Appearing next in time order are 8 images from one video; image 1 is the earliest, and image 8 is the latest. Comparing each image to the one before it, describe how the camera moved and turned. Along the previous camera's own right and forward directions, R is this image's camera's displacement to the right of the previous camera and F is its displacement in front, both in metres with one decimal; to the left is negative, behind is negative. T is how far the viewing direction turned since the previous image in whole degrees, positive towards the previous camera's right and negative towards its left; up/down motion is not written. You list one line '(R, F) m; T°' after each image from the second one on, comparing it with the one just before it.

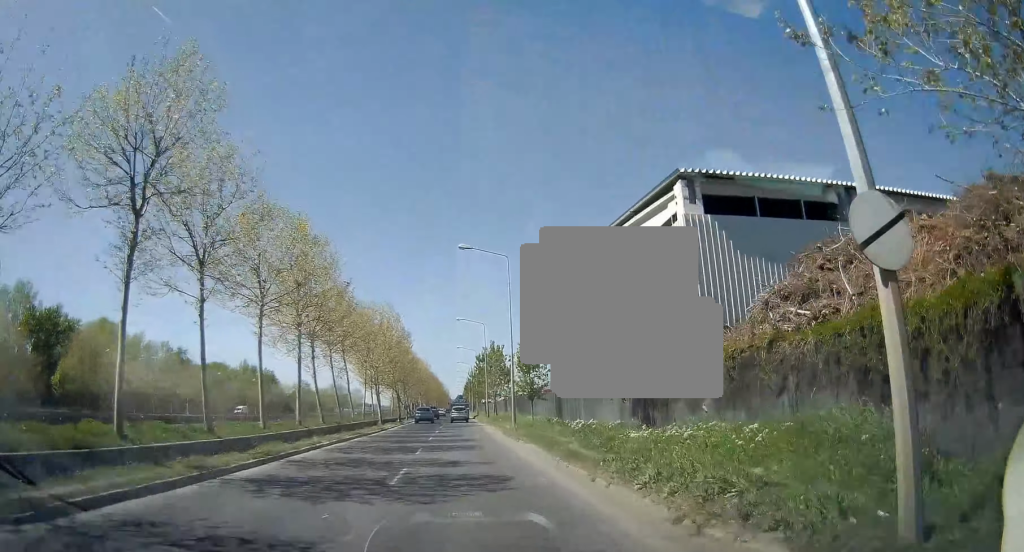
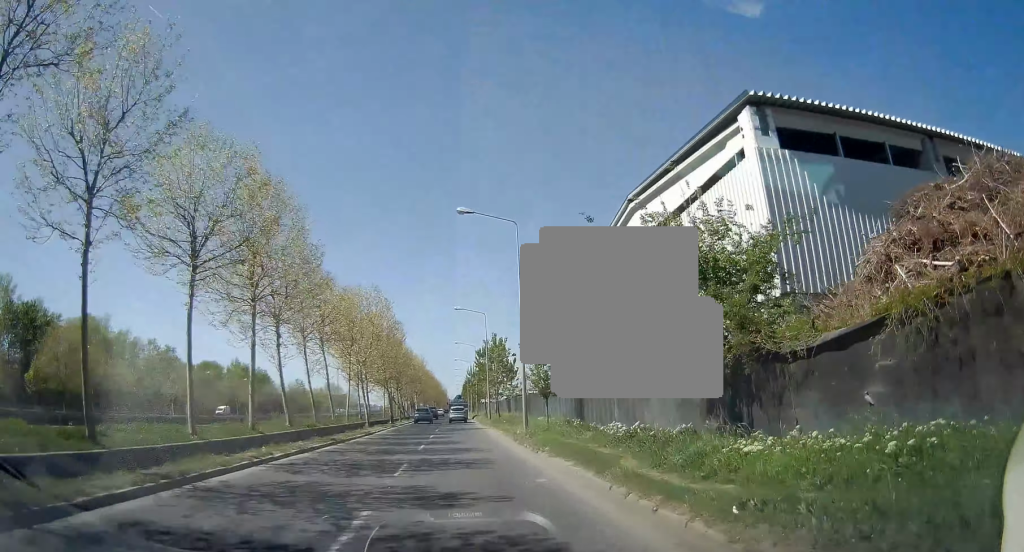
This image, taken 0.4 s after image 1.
(0.0, +6.0) m; 0°
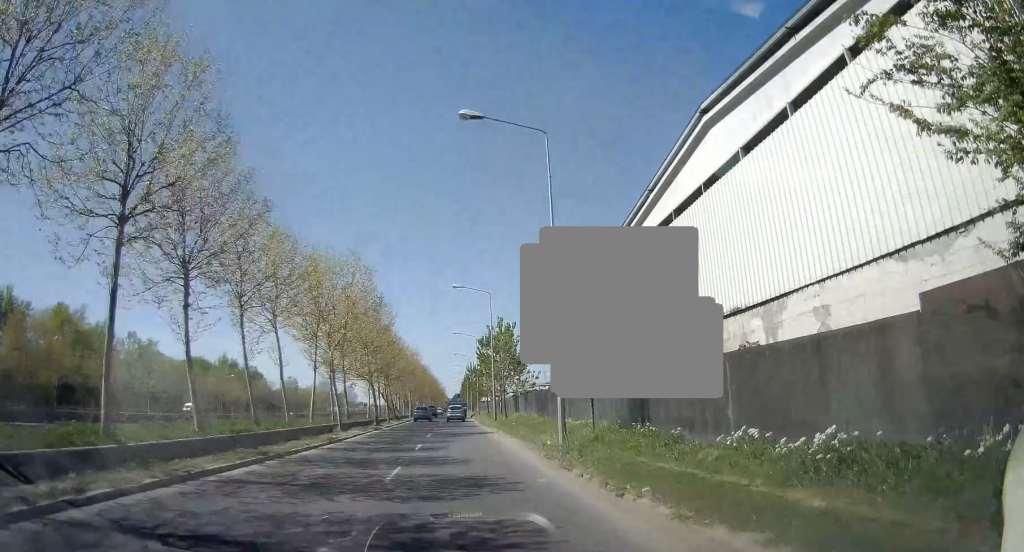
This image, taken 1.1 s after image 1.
(0.0, +9.4) m; +1°
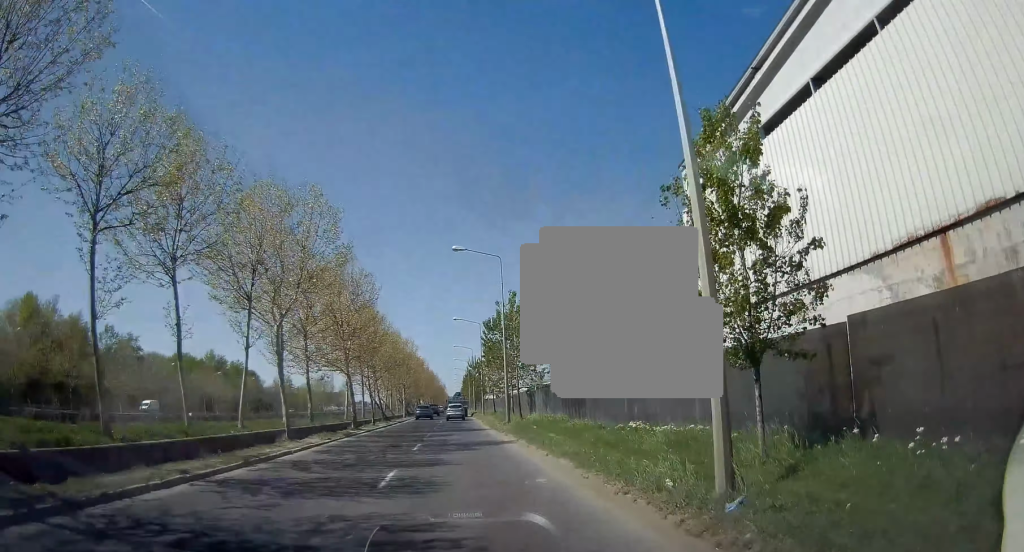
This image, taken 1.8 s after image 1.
(0.0, +10.4) m; +1°
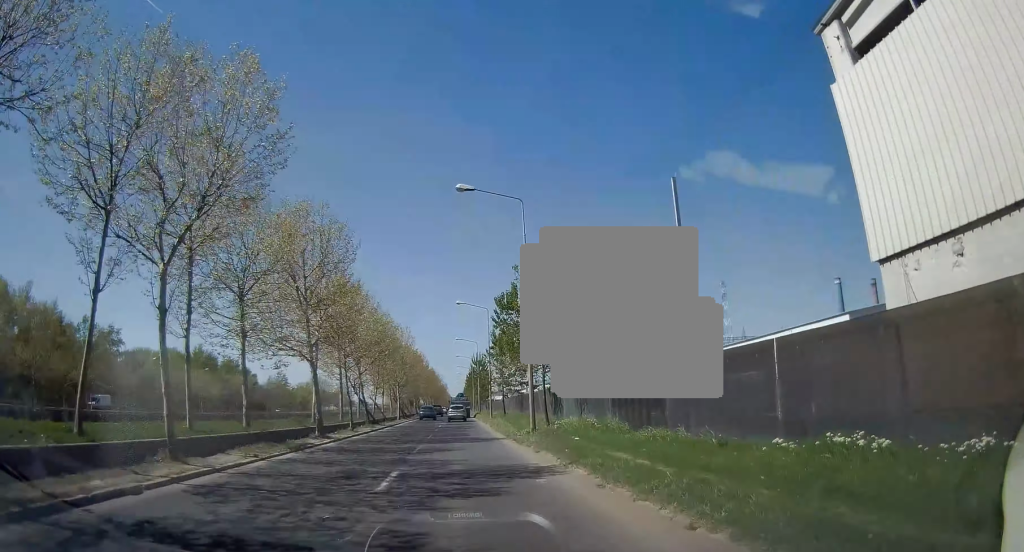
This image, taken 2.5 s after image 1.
(+0.2, +9.9) m; 0°
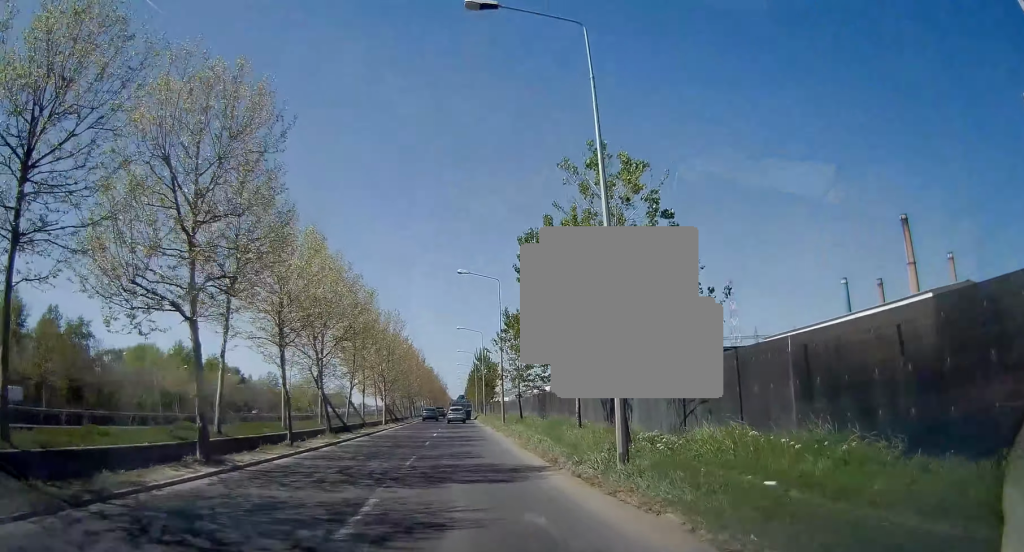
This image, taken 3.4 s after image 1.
(-0.2, +12.7) m; -1°
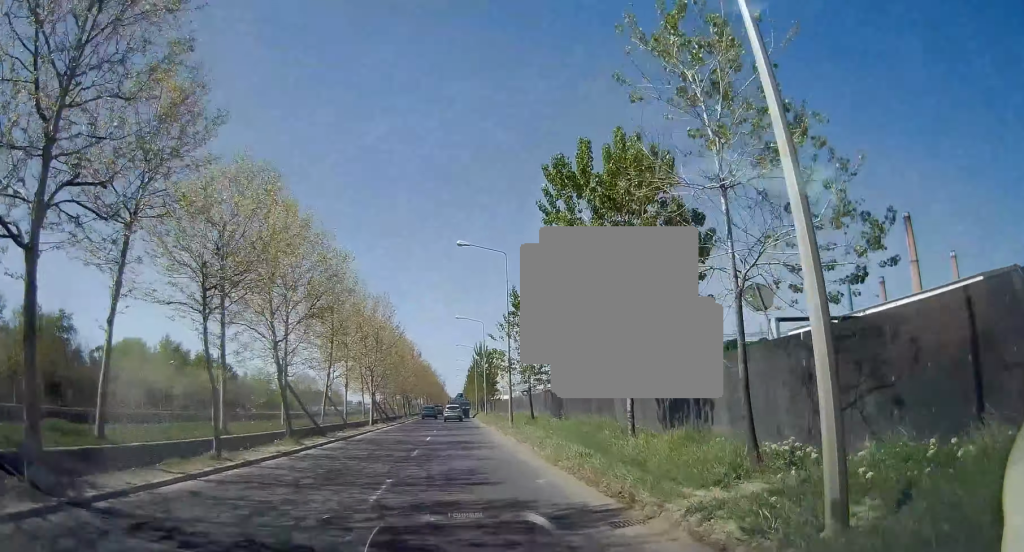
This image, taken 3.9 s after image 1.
(0.0, +6.6) m; 0°
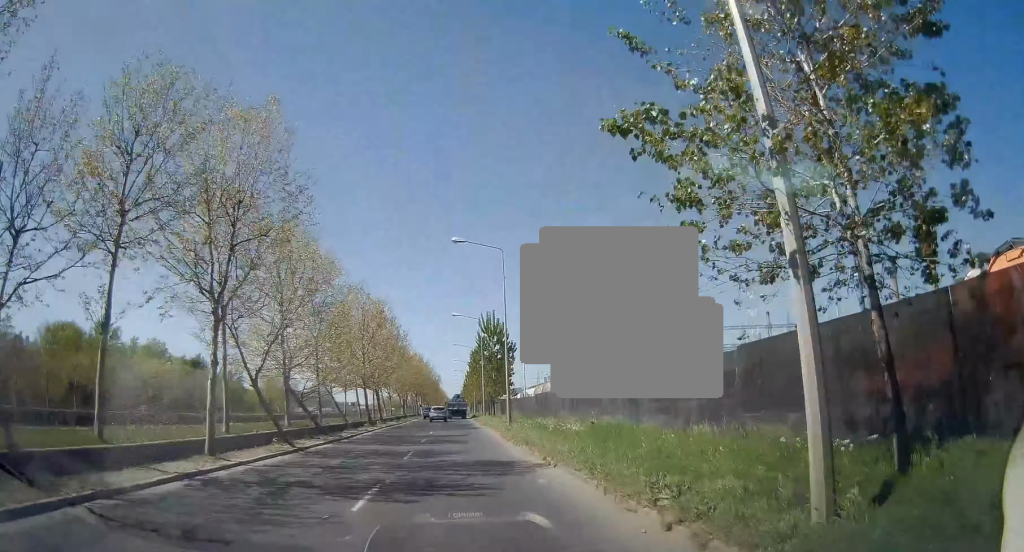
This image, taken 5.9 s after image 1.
(+0.6, +27.8) m; +1°
